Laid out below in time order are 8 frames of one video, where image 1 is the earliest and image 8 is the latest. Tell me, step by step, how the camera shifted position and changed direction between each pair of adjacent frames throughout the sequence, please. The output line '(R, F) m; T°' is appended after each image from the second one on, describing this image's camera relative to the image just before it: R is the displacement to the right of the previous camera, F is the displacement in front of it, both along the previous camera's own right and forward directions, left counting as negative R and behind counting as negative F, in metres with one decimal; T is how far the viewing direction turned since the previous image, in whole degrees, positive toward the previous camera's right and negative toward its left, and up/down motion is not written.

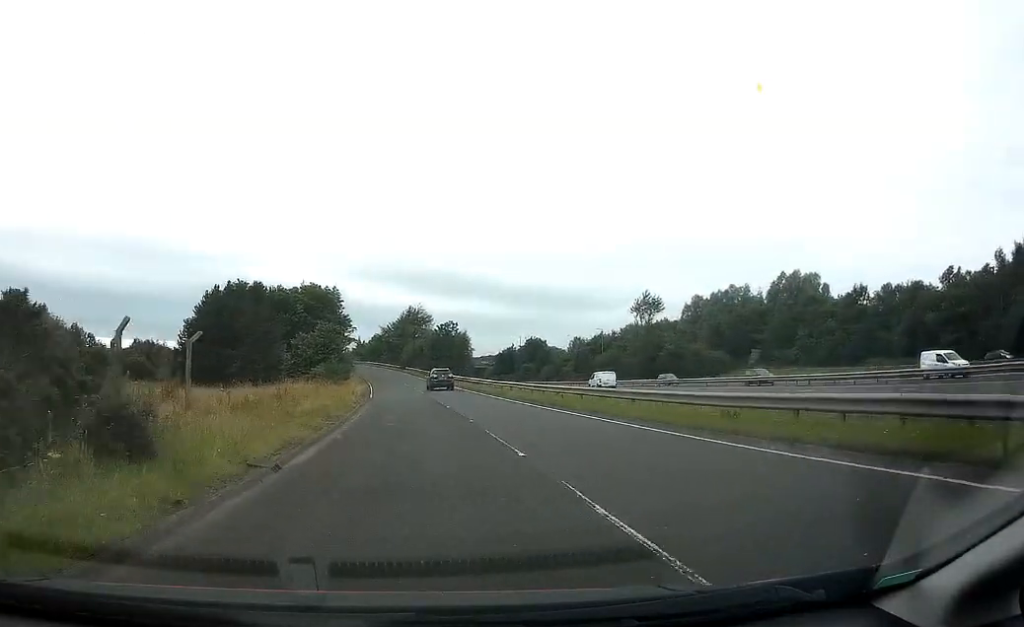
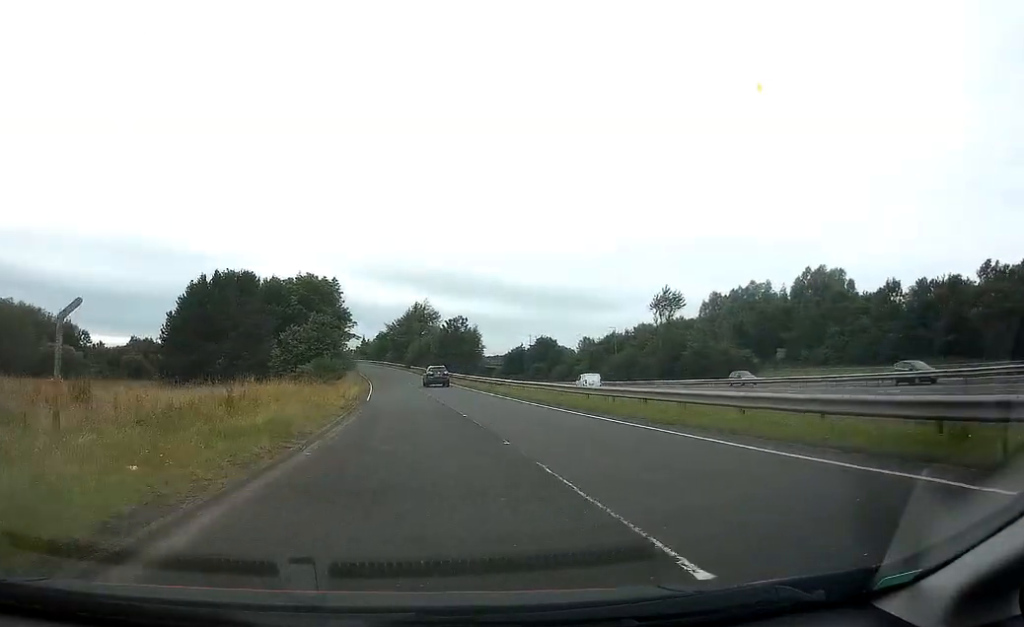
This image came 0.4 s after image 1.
(0.0, +7.0) m; 0°
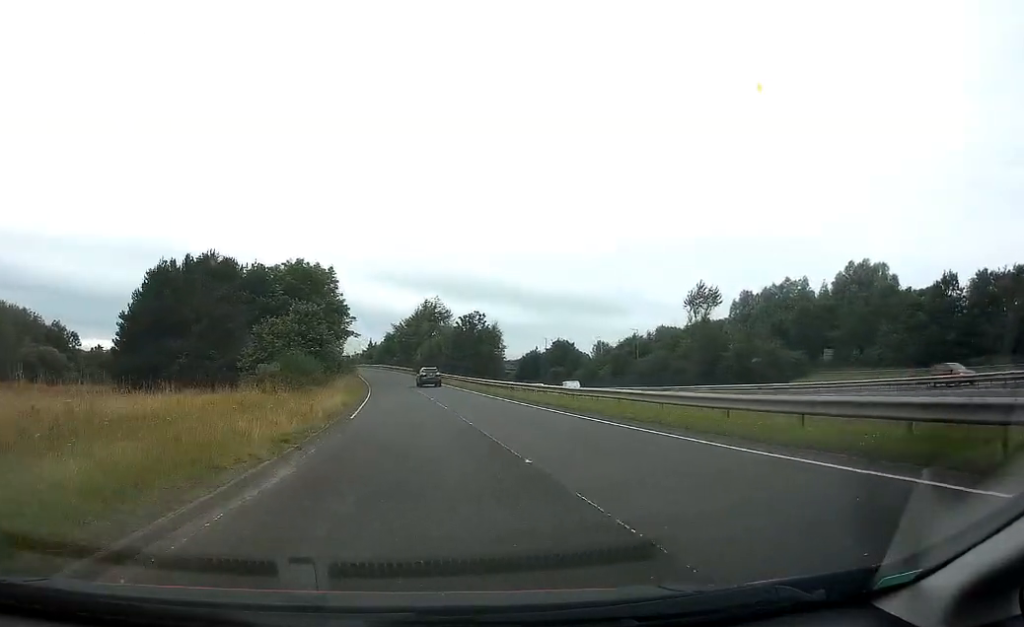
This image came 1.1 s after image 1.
(+0.1, +13.0) m; -1°
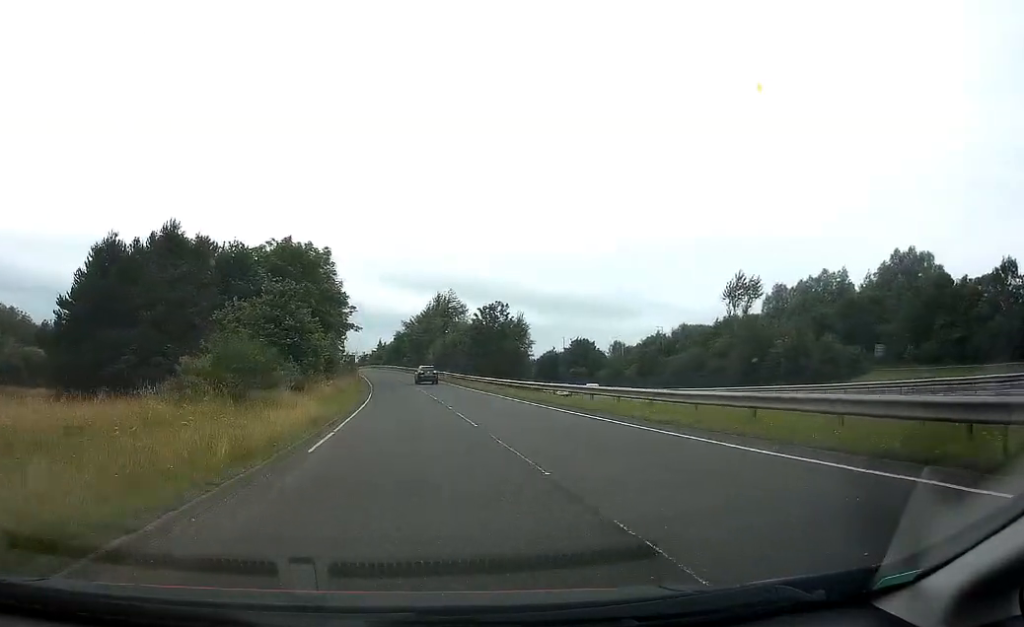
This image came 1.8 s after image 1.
(-0.1, +11.3) m; -1°
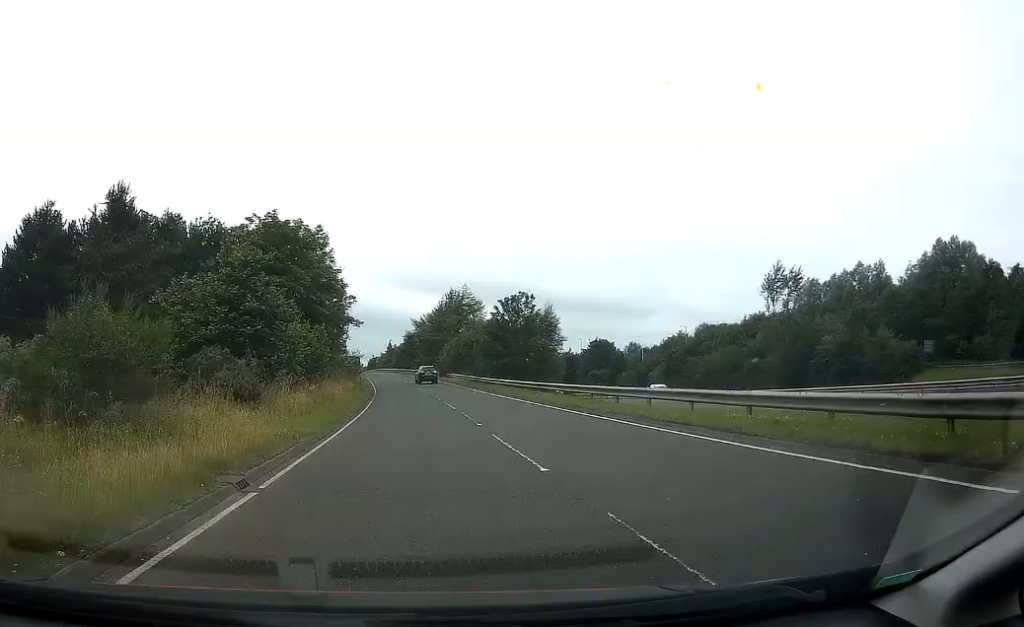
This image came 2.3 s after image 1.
(-0.2, +8.5) m; -1°
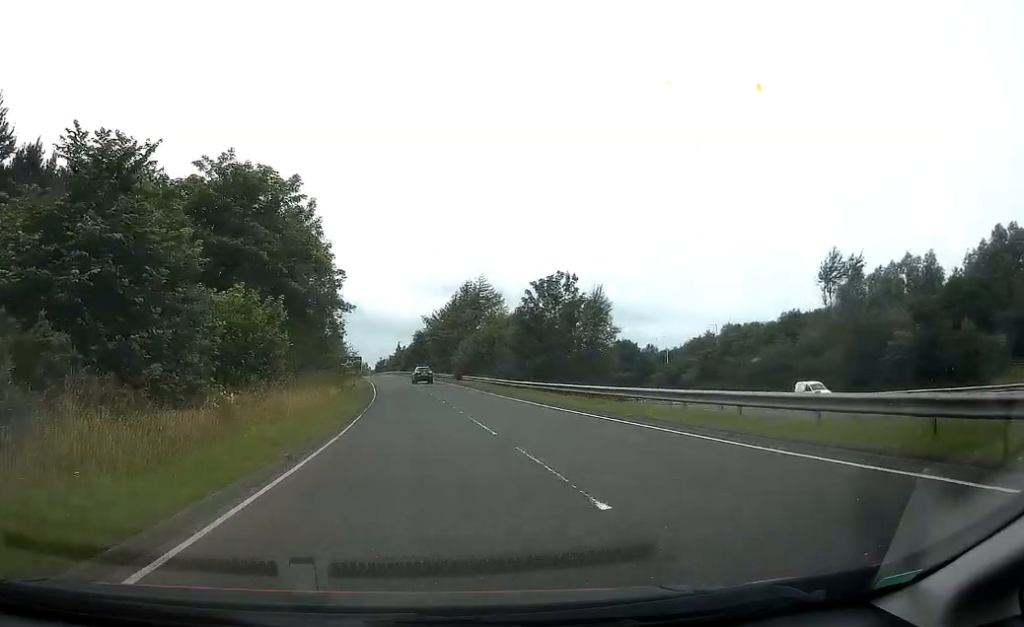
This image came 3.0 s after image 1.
(-0.2, +12.4) m; -1°
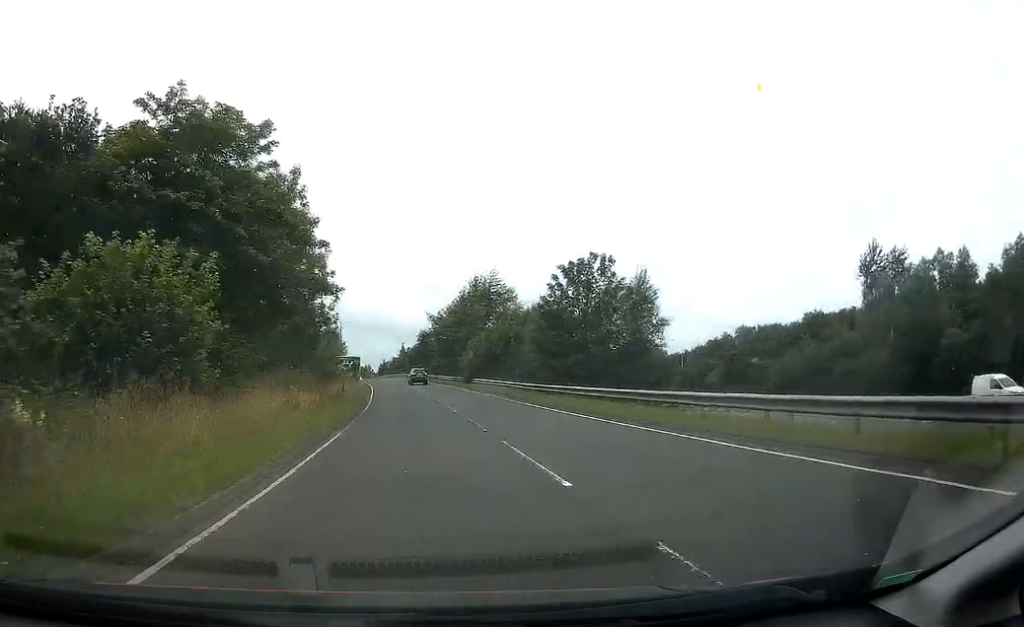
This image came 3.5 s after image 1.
(-0.1, +7.8) m; 0°
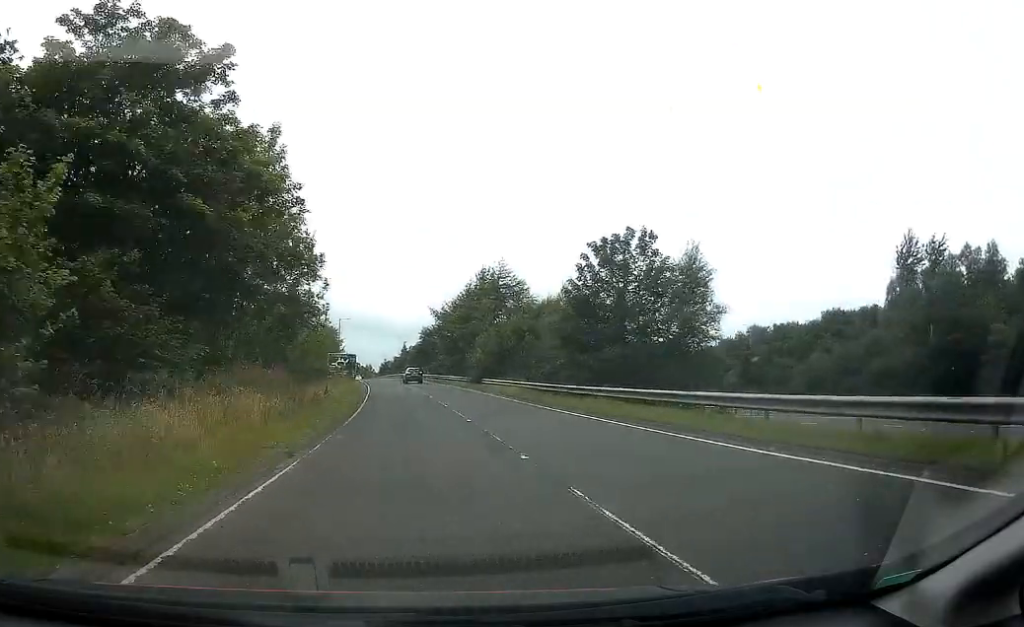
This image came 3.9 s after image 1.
(+0.1, +6.2) m; 0°
